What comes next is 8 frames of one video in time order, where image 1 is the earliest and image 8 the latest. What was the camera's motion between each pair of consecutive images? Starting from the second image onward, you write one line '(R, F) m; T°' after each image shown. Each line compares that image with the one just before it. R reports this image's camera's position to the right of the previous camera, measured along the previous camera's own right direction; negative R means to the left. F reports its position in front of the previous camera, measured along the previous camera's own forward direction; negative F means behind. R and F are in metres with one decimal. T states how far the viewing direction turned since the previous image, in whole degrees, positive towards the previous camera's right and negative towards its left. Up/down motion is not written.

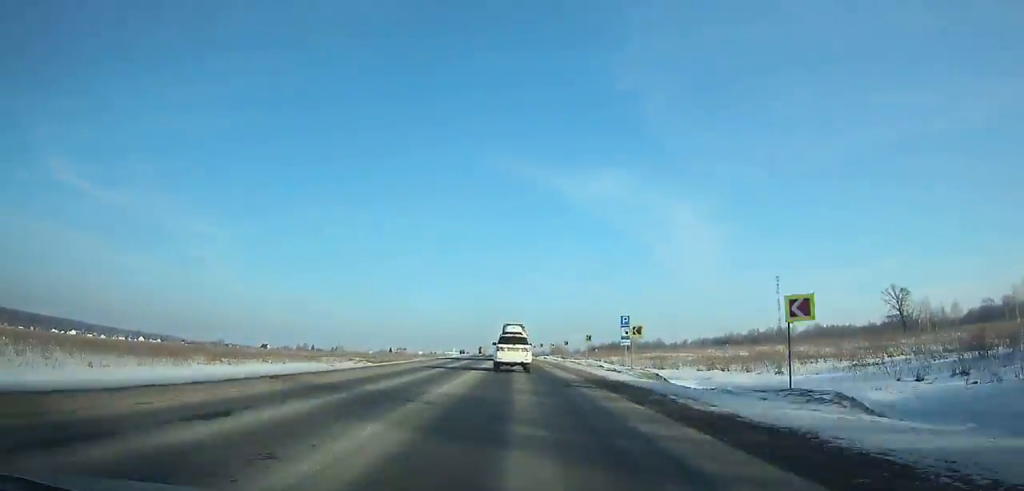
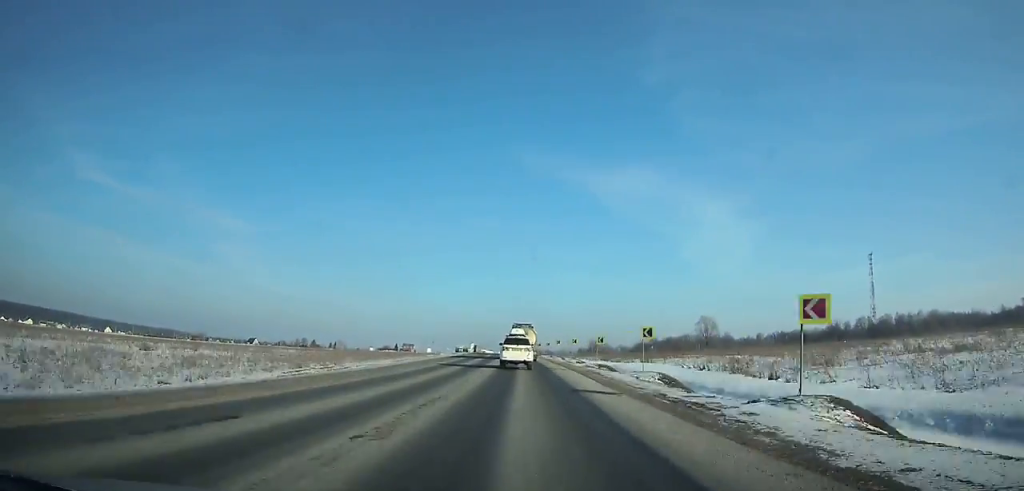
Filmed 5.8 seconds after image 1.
(-3.0, +120.3) m; -3°
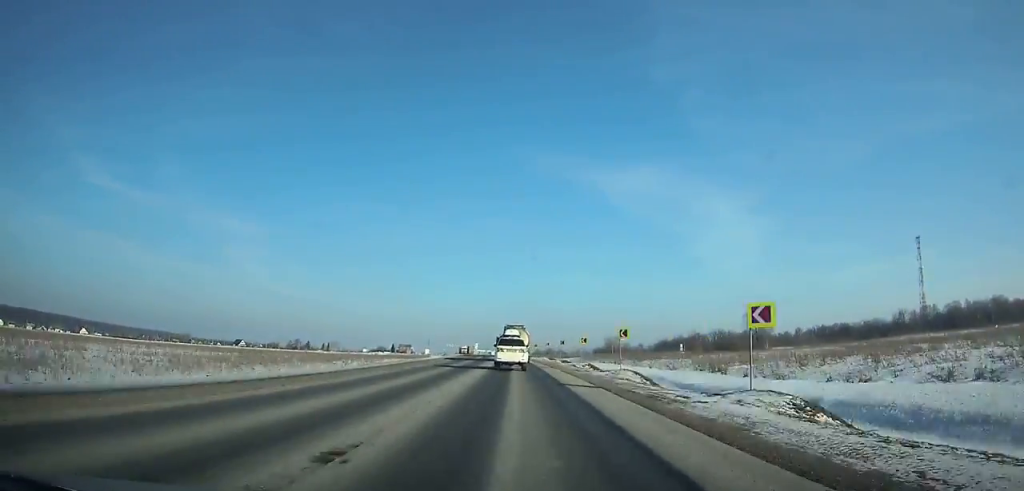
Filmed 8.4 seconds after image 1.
(-0.6, +53.5) m; -2°
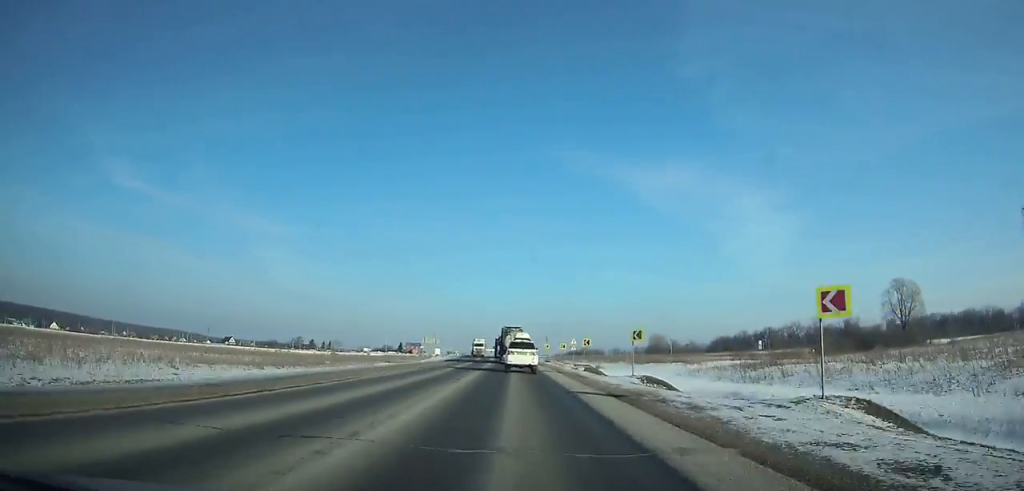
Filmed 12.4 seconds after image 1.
(-2.1, +81.4) m; -3°
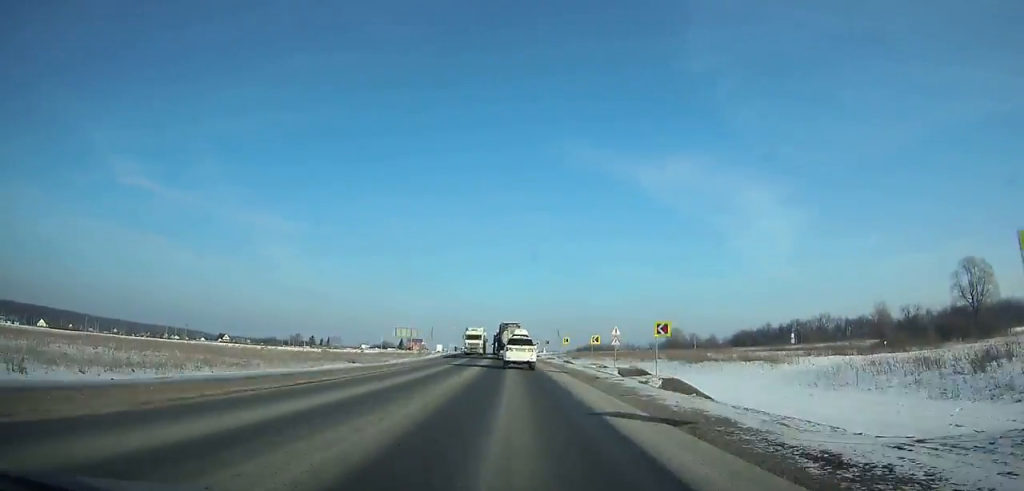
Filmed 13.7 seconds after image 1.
(-0.1, +26.2) m; -1°
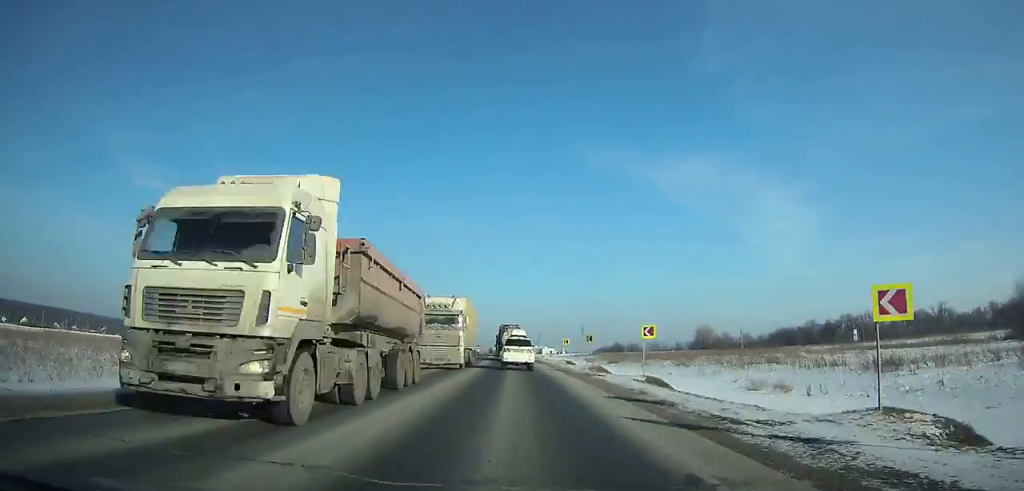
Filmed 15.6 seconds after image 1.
(-0.5, +38.0) m; -1°
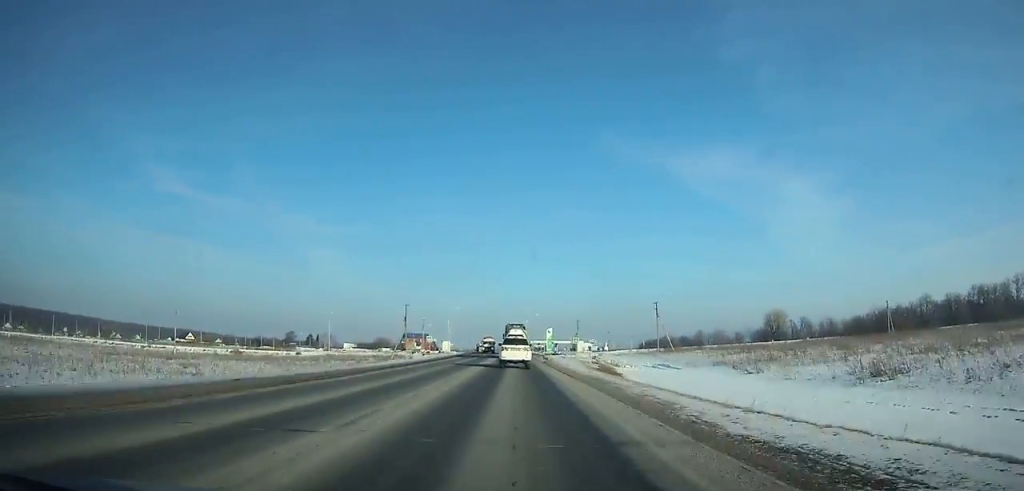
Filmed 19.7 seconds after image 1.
(-1.5, +81.0) m; -2°
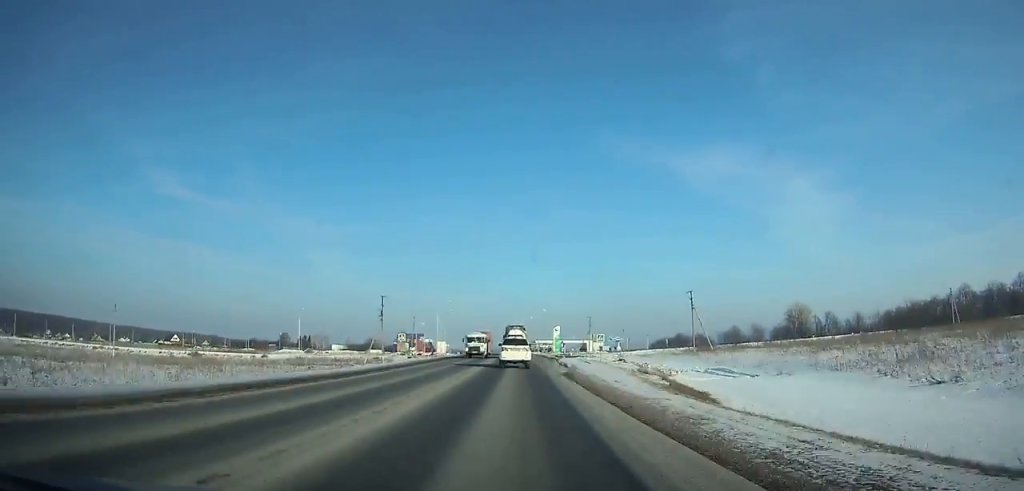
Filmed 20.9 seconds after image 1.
(-0.1, +23.6) m; 0°
